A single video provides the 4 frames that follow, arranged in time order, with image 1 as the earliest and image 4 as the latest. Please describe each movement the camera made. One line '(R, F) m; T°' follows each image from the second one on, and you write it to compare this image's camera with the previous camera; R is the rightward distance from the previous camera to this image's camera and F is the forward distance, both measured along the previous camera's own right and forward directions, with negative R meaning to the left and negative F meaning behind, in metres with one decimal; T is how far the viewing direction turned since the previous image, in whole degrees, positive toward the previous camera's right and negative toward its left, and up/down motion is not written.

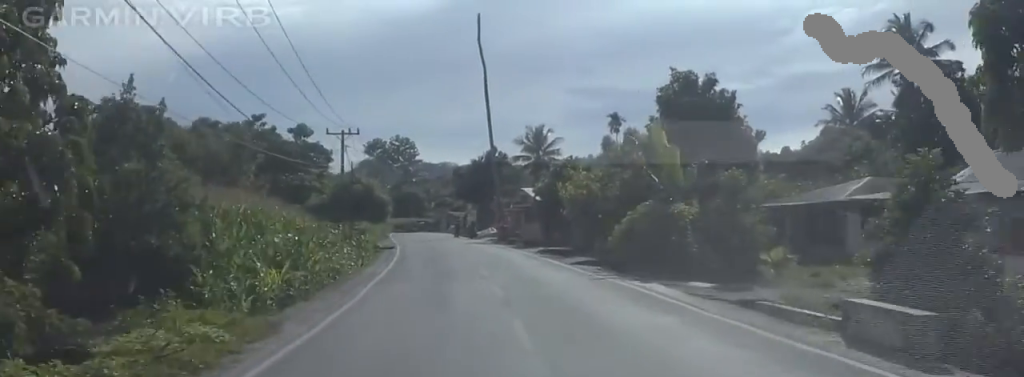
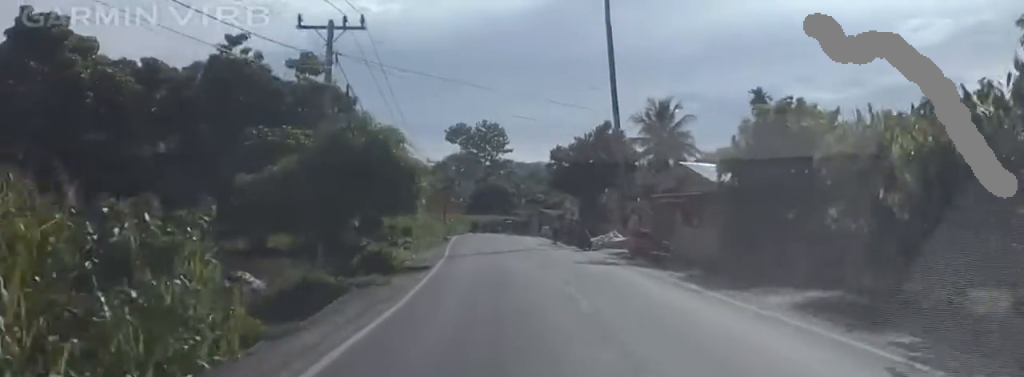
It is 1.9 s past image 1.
(-2.4, +27.2) m; -5°
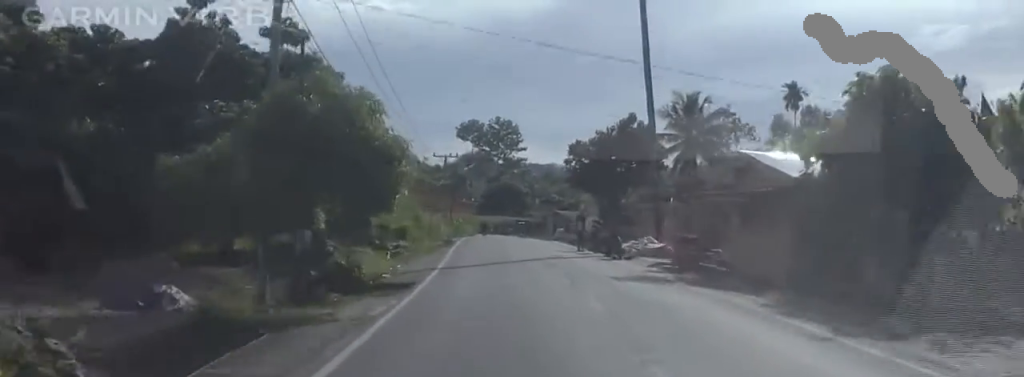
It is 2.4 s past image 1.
(0.0, +6.9) m; 0°
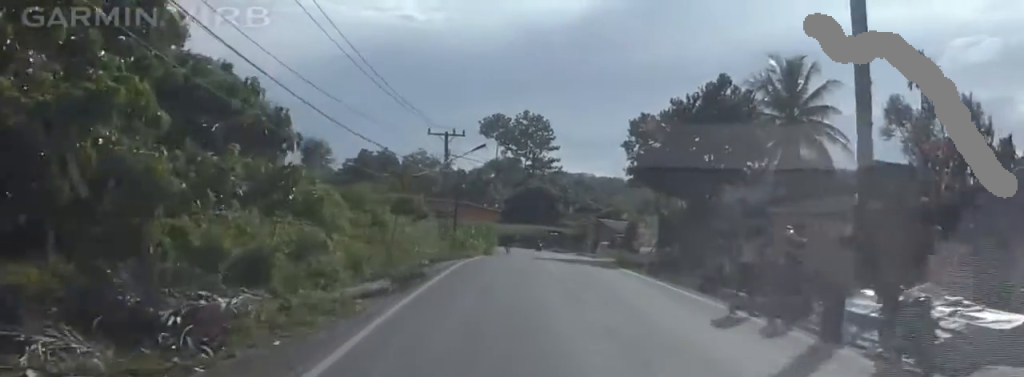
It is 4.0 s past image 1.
(0.0, +22.2) m; 0°
